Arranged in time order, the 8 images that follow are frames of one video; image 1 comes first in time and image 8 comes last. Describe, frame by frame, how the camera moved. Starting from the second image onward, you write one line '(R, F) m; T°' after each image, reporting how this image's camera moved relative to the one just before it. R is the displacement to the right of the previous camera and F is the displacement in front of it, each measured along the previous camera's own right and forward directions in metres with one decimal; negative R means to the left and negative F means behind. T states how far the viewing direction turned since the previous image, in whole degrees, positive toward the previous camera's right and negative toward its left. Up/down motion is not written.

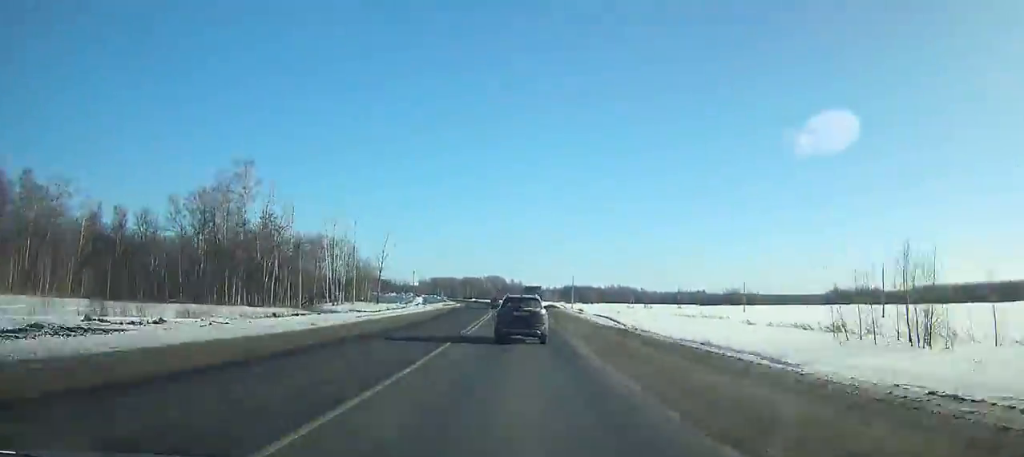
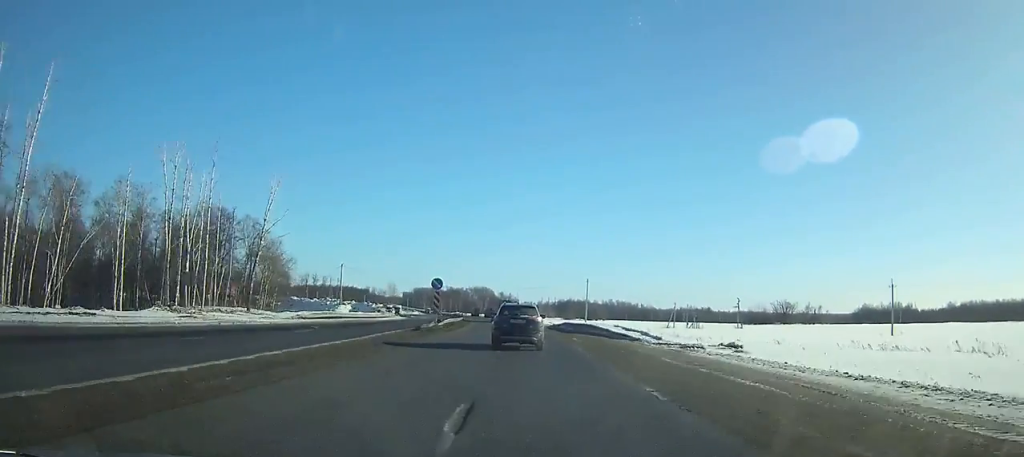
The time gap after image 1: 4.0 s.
(-1.1, +79.9) m; -1°
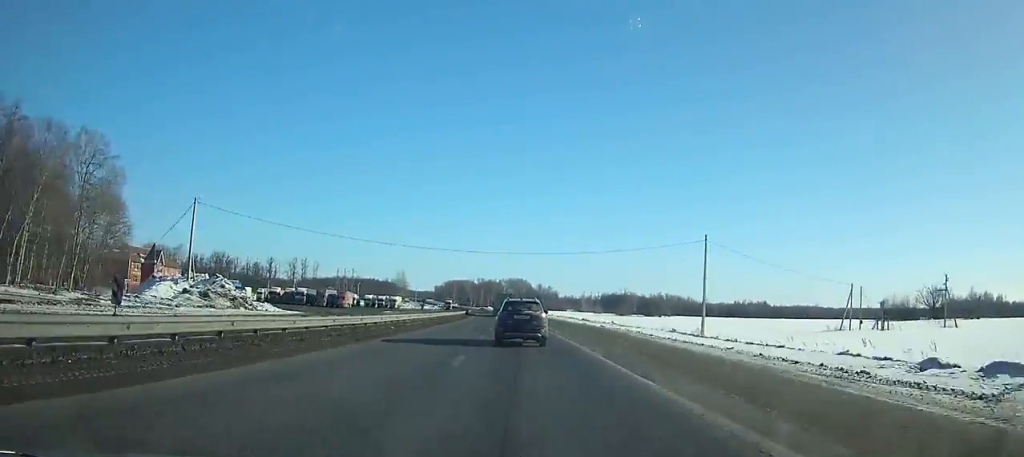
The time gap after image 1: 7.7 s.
(-0.7, +74.7) m; -2°
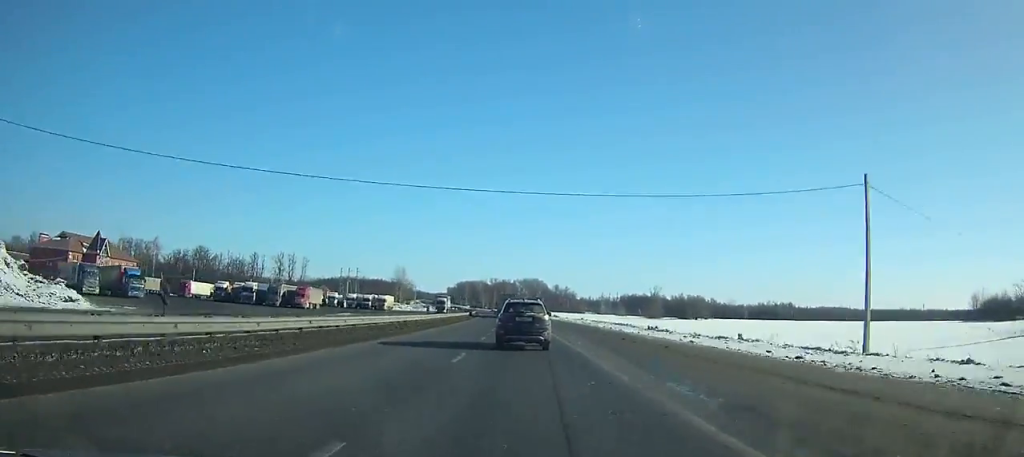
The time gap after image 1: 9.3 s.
(-0.2, +32.5) m; -1°
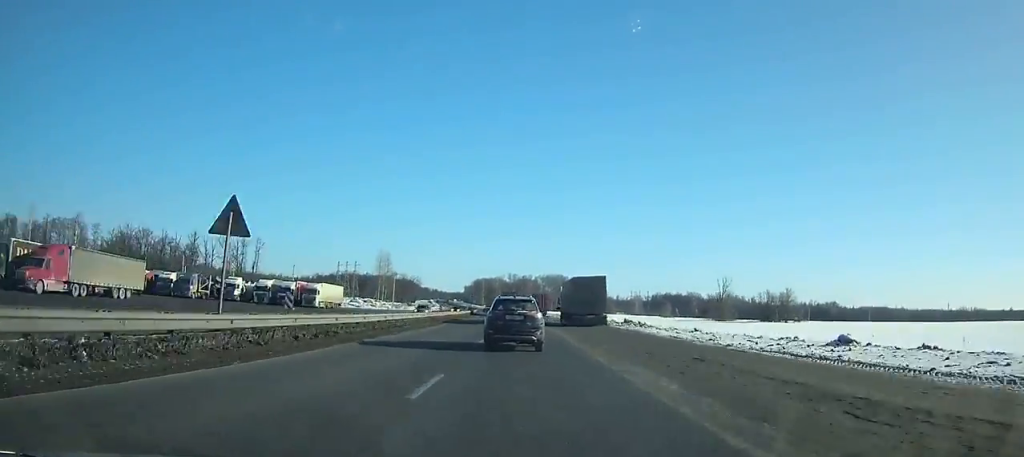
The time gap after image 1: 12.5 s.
(-1.8, +65.2) m; -3°
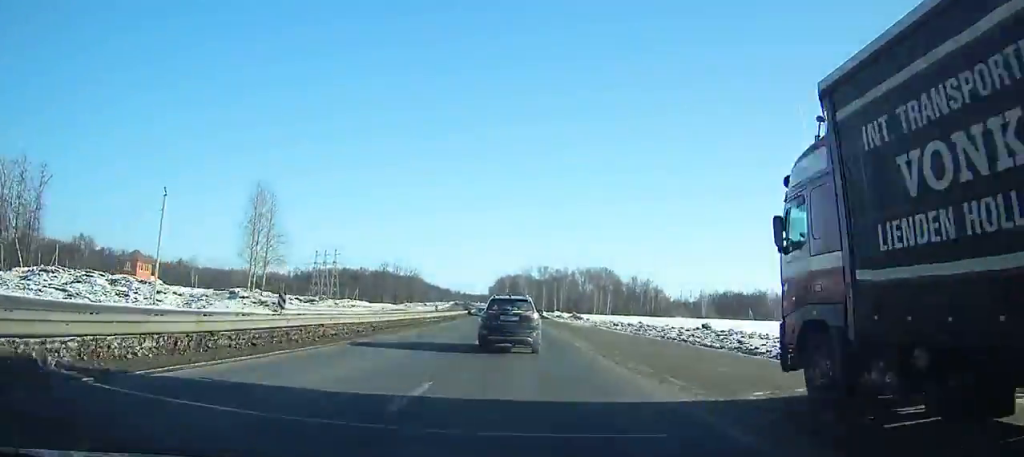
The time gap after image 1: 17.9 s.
(-2.7, +110.1) m; -3°
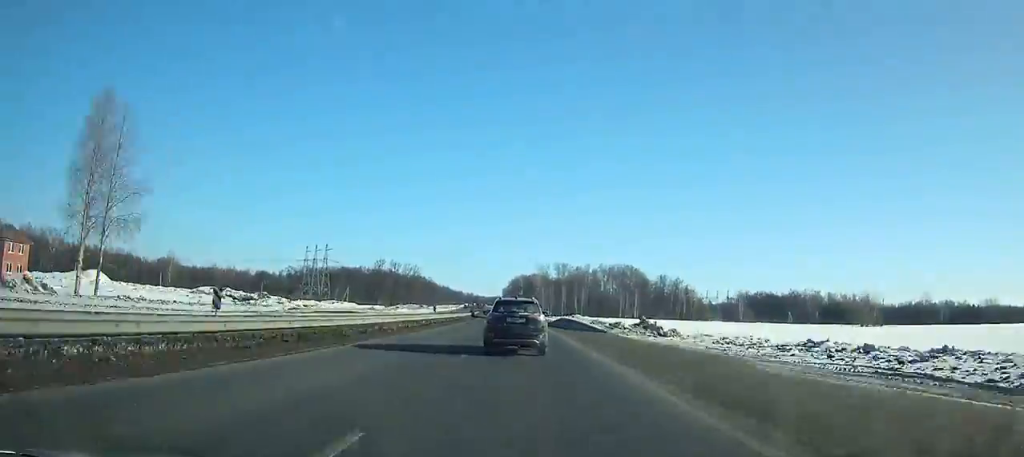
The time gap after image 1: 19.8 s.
(-0.5, +39.7) m; -2°
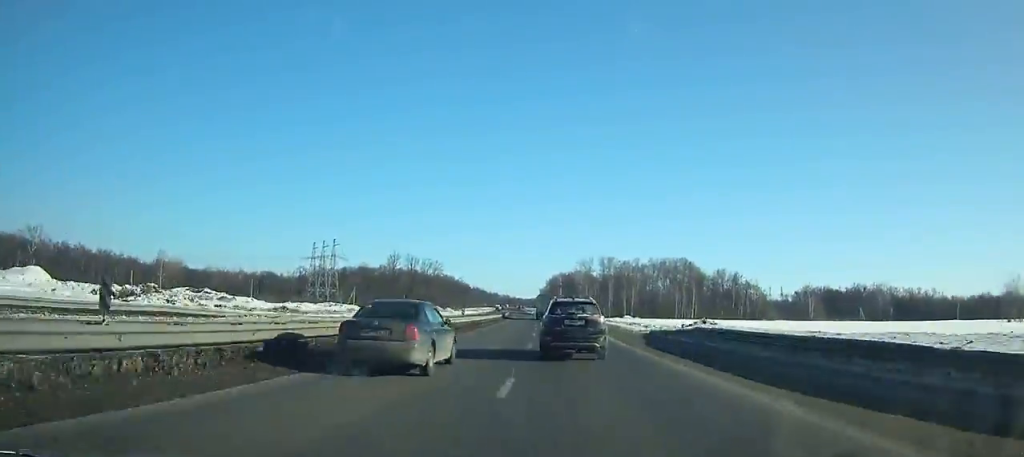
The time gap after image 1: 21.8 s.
(-0.6, +42.6) m; -2°
